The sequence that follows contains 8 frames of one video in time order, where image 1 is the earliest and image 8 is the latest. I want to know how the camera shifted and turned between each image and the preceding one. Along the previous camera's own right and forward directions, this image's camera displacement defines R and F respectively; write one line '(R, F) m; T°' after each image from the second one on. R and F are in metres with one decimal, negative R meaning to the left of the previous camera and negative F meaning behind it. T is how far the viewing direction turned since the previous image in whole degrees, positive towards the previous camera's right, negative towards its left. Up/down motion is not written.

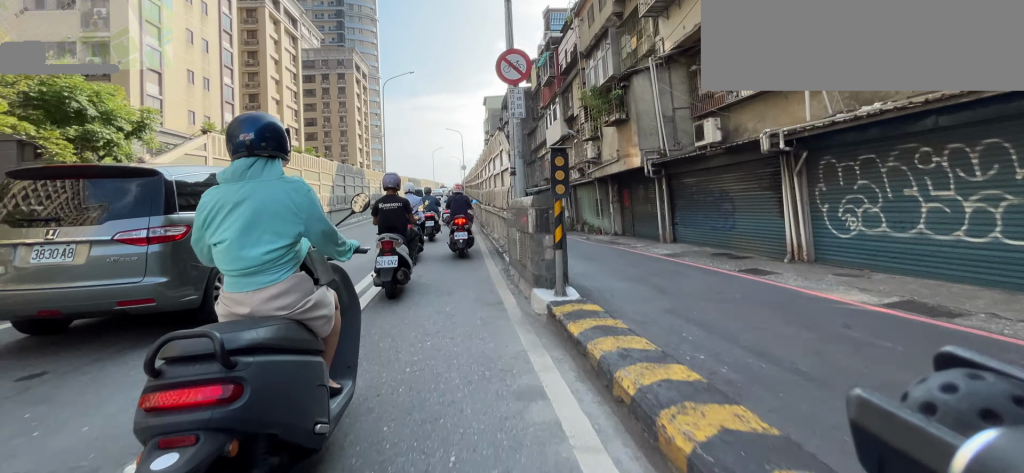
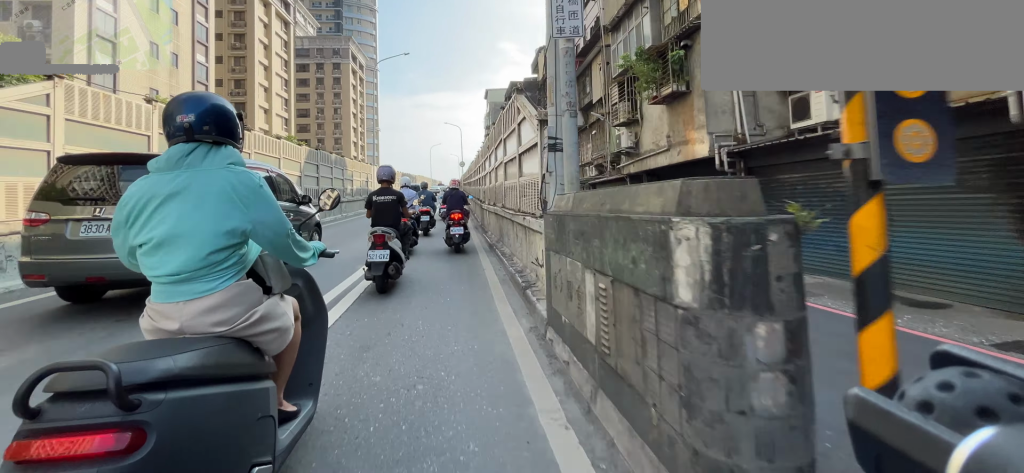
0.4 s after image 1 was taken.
(0.0, +3.9) m; 0°
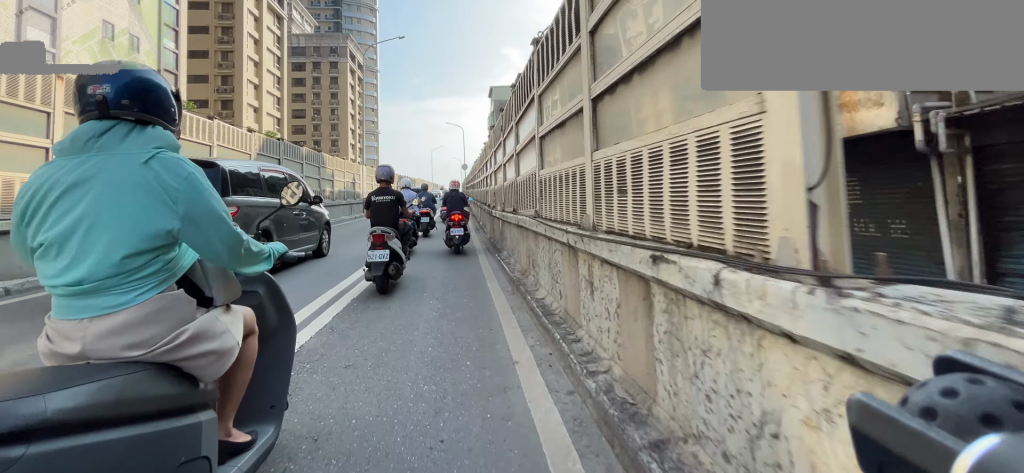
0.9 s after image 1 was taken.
(0.0, +4.3) m; 0°
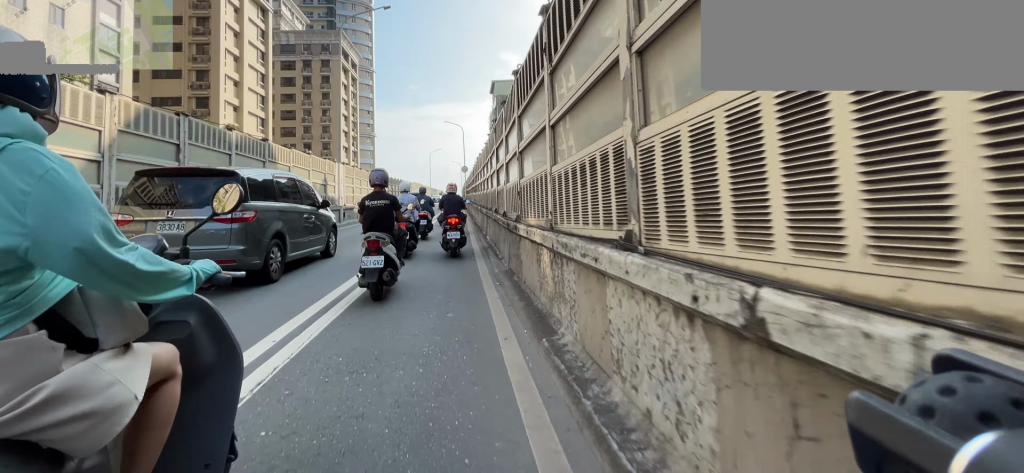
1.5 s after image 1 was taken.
(0.0, +5.2) m; 0°
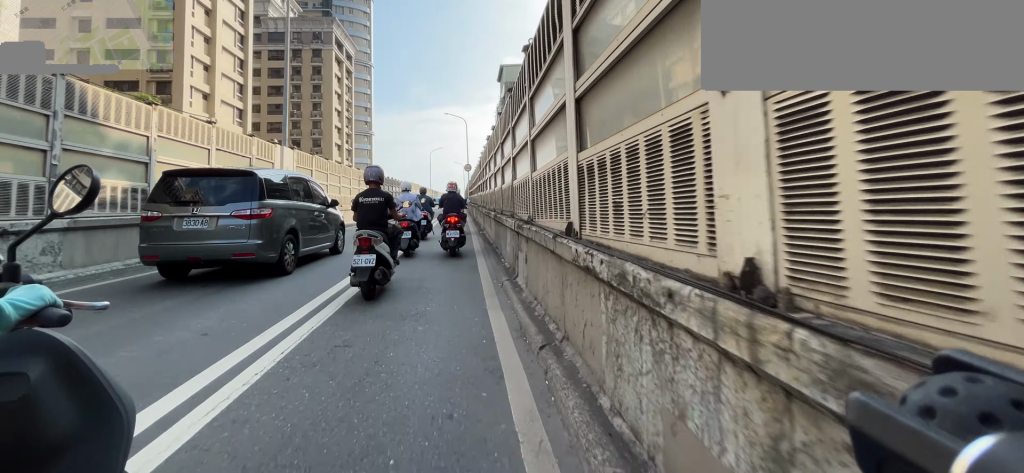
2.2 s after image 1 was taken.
(0.0, +7.2) m; -1°
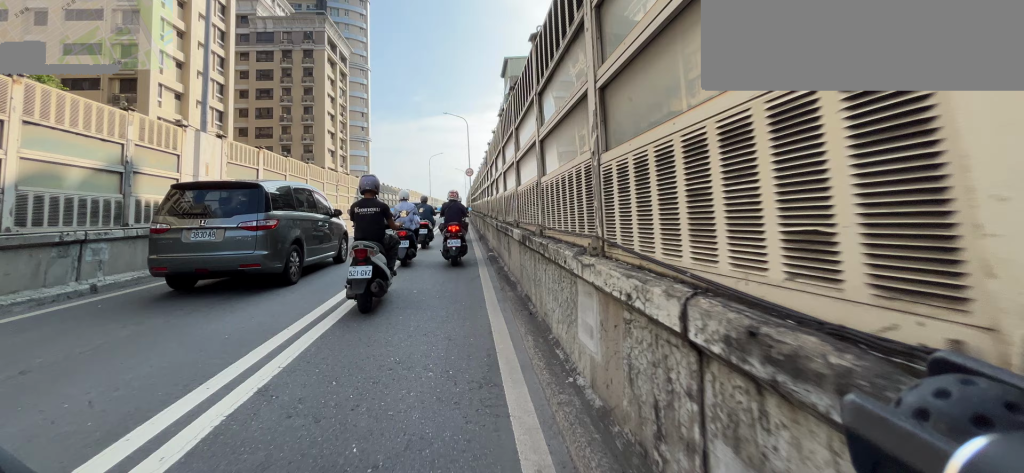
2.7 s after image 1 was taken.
(0.0, +4.7) m; 0°
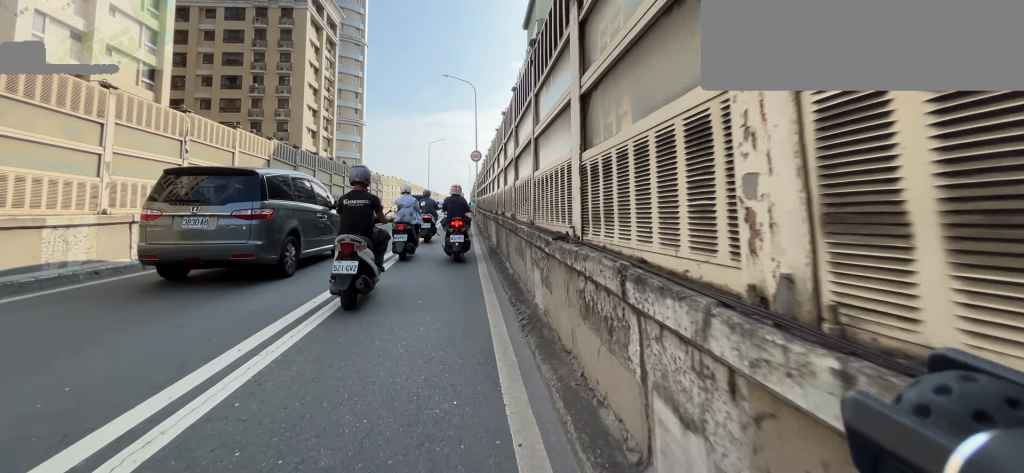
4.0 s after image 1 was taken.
(-0.1, +11.7) m; 0°
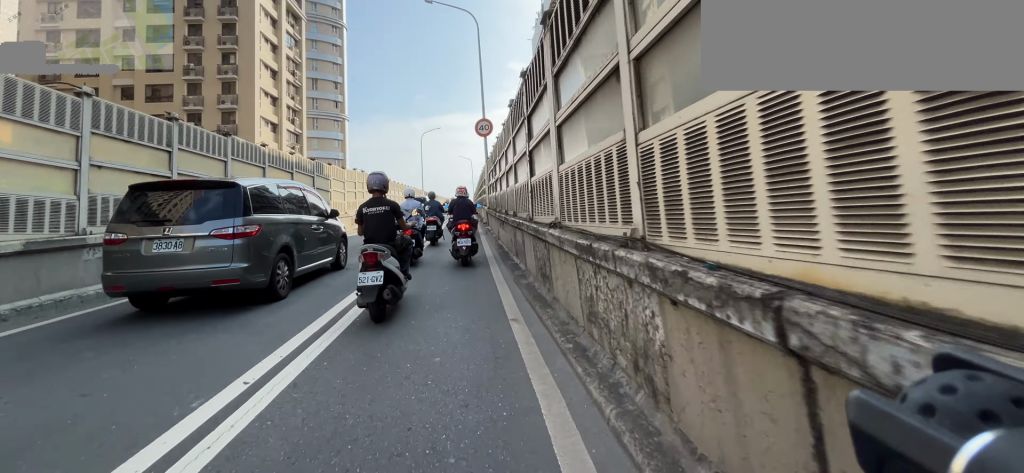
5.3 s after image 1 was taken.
(+0.2, +12.5) m; +1°
